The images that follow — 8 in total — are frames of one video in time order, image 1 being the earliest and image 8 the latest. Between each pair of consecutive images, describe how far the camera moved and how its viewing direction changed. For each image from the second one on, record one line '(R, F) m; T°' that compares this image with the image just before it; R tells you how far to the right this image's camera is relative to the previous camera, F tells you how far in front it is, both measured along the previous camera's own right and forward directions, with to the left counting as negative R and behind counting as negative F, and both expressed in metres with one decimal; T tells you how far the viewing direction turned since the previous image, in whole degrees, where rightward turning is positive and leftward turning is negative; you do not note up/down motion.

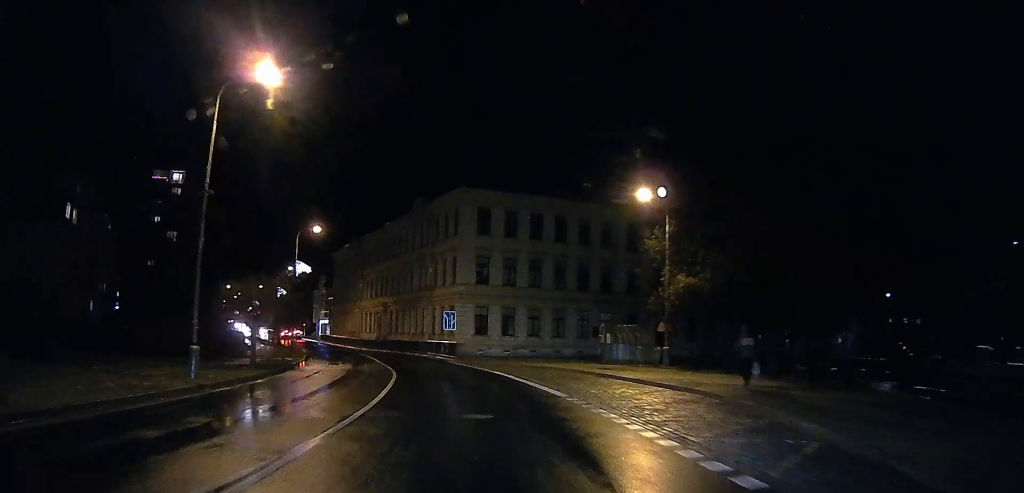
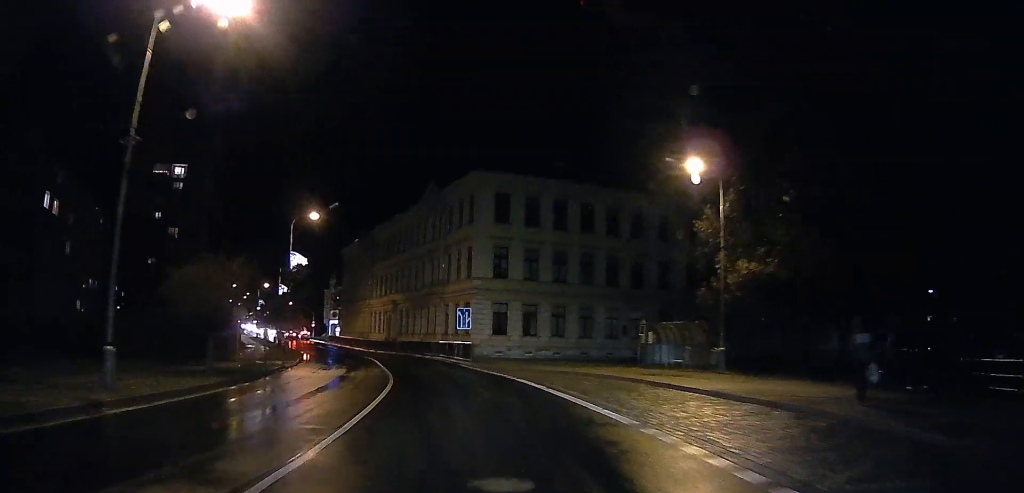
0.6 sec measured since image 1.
(0.0, +5.4) m; -2°
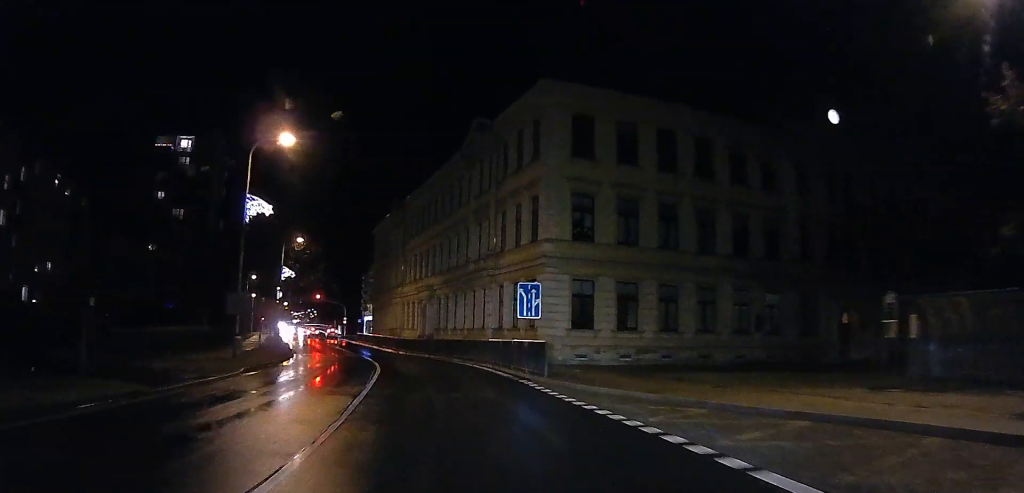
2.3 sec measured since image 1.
(-1.4, +17.5) m; -8°
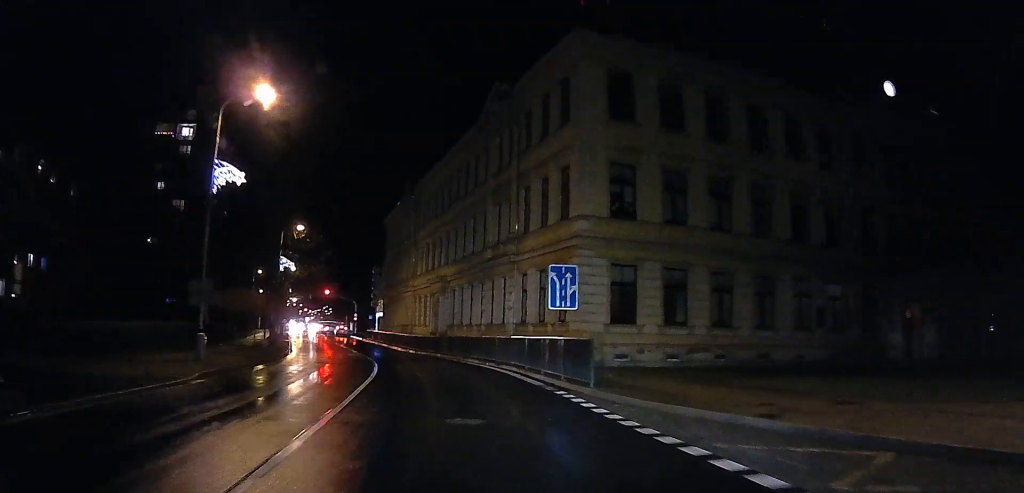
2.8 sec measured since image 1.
(-0.3, +6.2) m; 0°
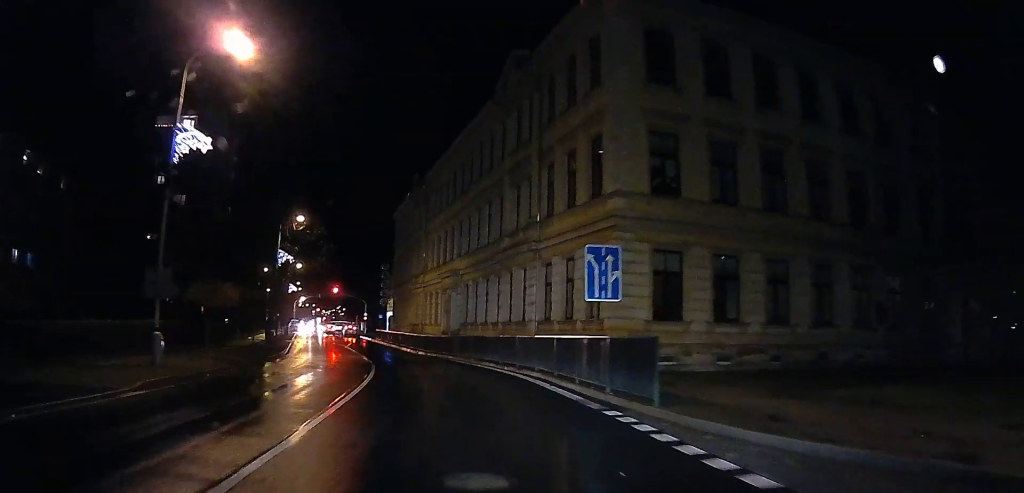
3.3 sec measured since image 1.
(0.0, +5.0) m; -1°
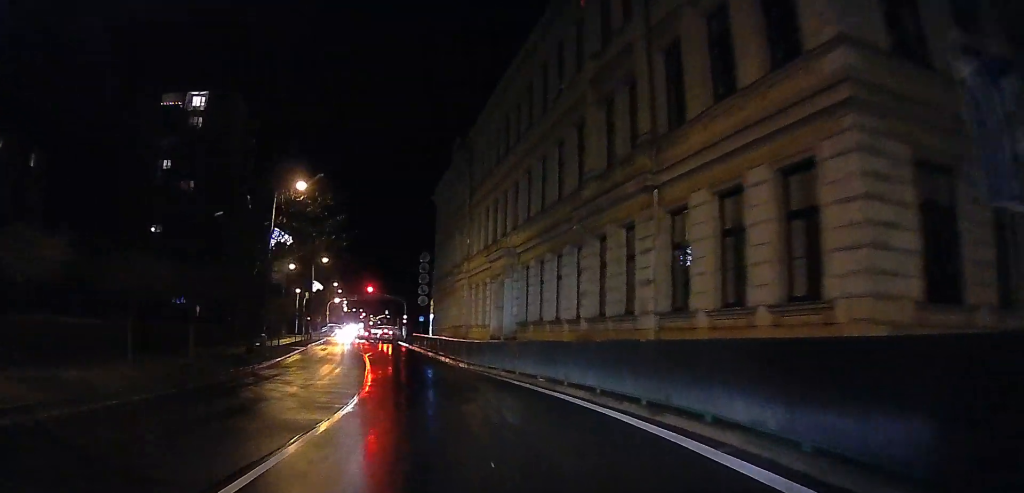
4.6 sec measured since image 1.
(-0.5, +14.8) m; -6°
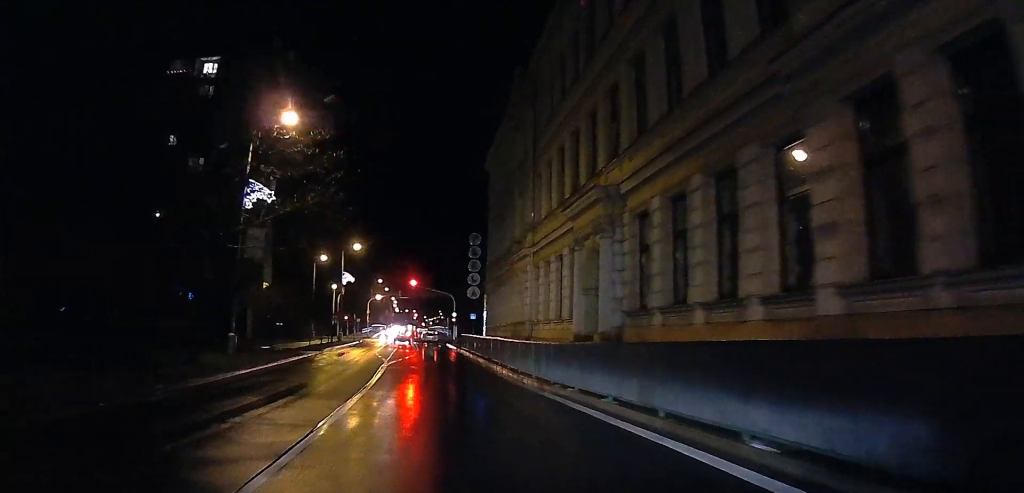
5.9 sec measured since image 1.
(-0.6, +14.6) m; -2°
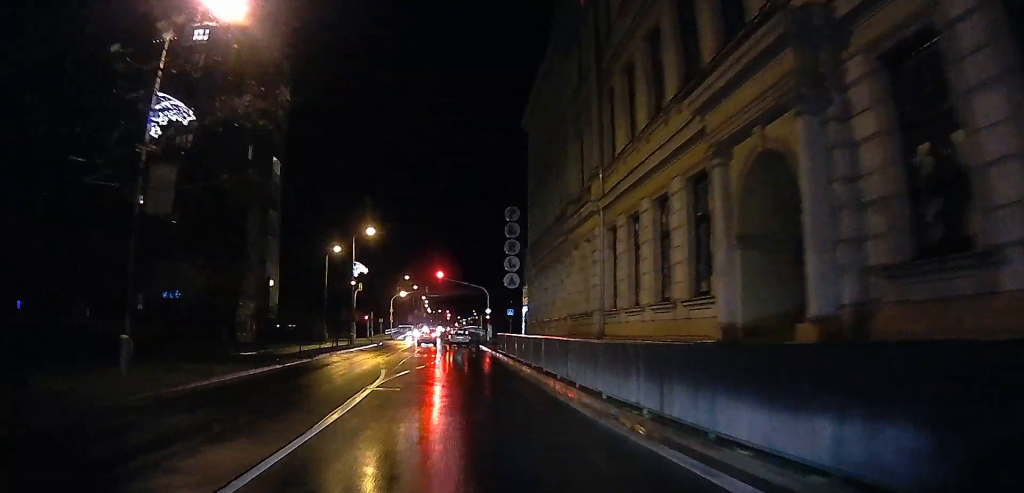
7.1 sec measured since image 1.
(-0.1, +12.2) m; -4°
